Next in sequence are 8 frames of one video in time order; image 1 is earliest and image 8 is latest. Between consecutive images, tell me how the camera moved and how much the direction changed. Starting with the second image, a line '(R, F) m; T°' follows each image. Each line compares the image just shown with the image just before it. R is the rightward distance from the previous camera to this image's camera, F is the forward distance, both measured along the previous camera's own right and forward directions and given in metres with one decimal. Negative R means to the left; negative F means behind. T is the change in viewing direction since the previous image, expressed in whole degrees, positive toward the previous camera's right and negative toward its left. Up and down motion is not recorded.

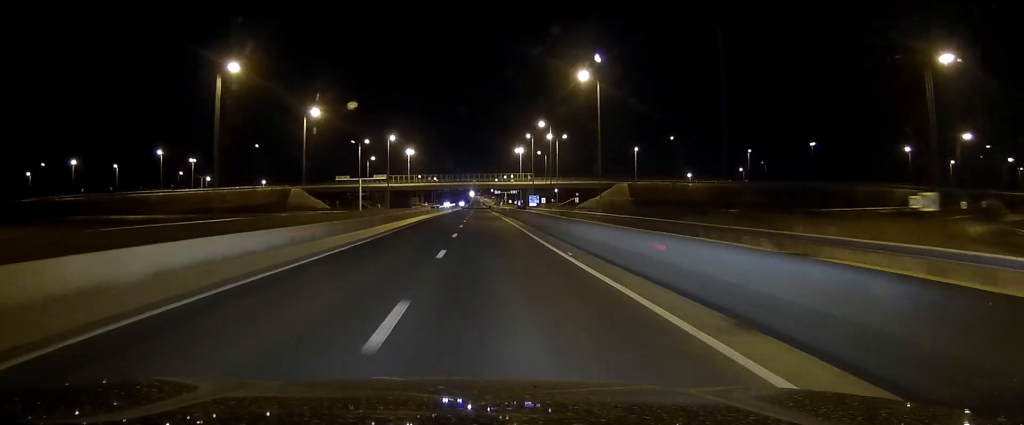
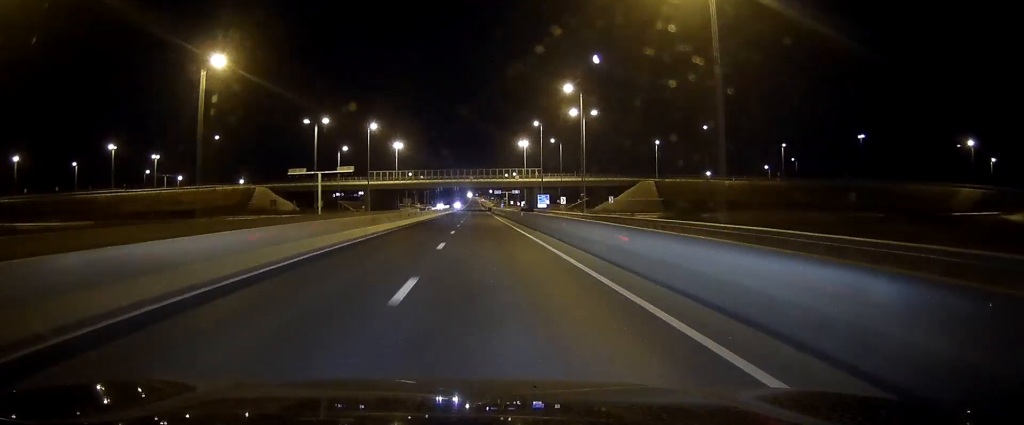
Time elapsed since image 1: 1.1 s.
(-0.1, +32.9) m; 0°
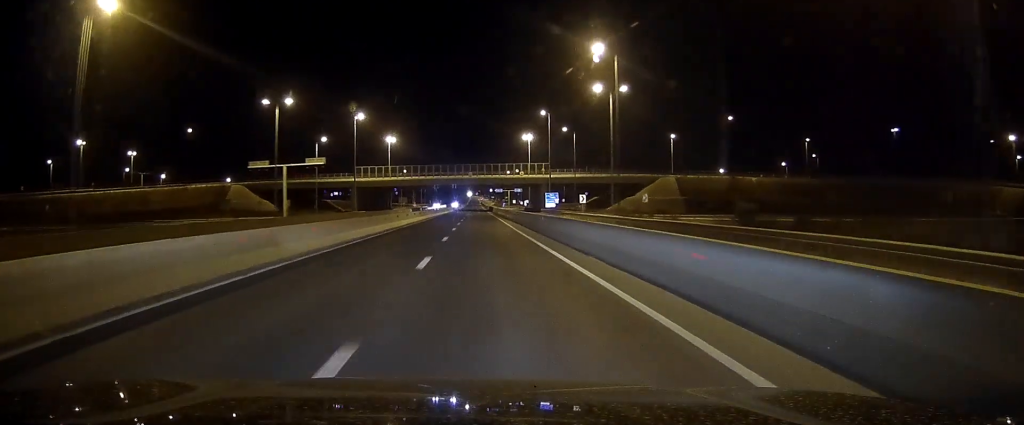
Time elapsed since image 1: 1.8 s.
(+0.1, +18.4) m; 0°
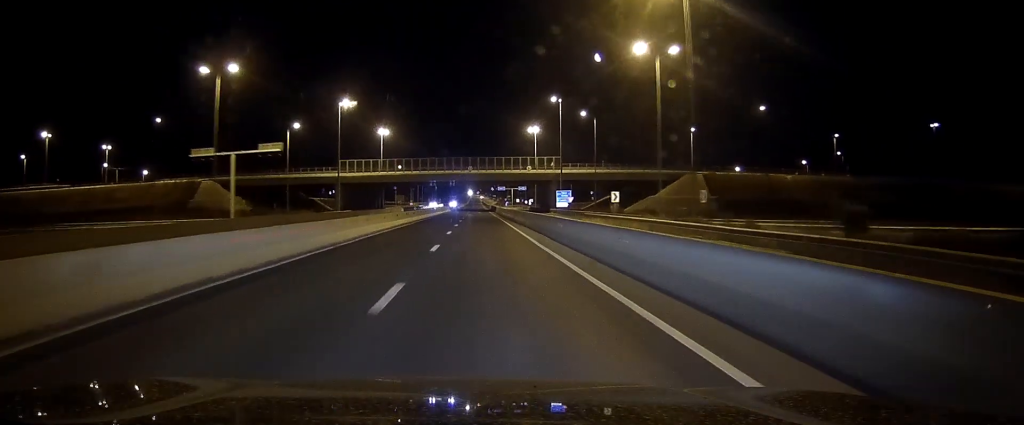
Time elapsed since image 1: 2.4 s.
(0.0, +18.4) m; 0°
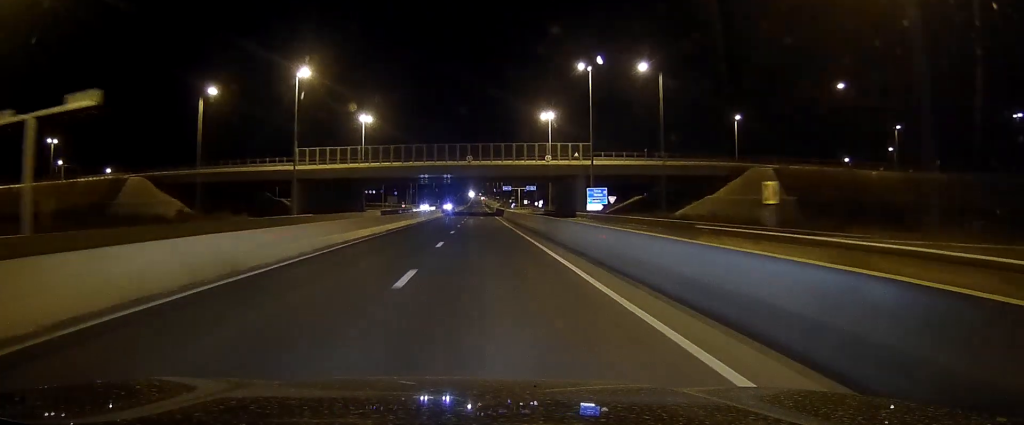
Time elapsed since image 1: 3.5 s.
(-0.1, +32.9) m; 0°
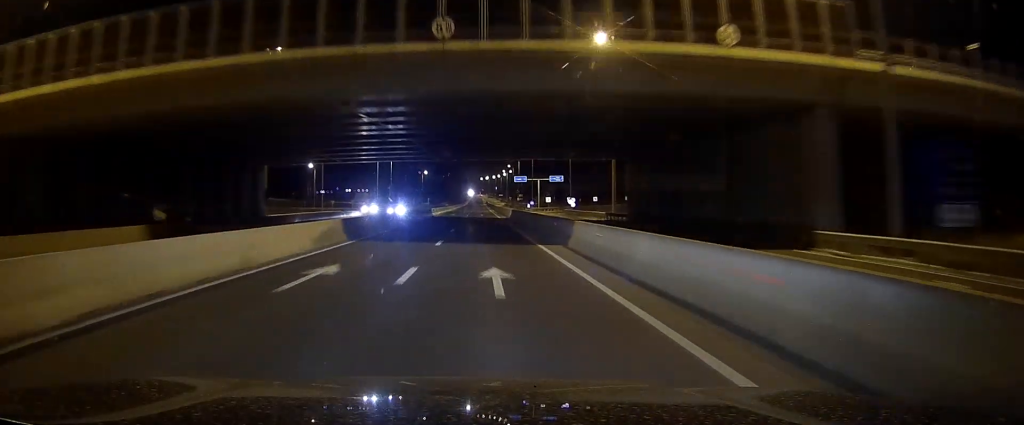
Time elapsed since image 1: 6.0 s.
(-0.1, +71.5) m; 0°
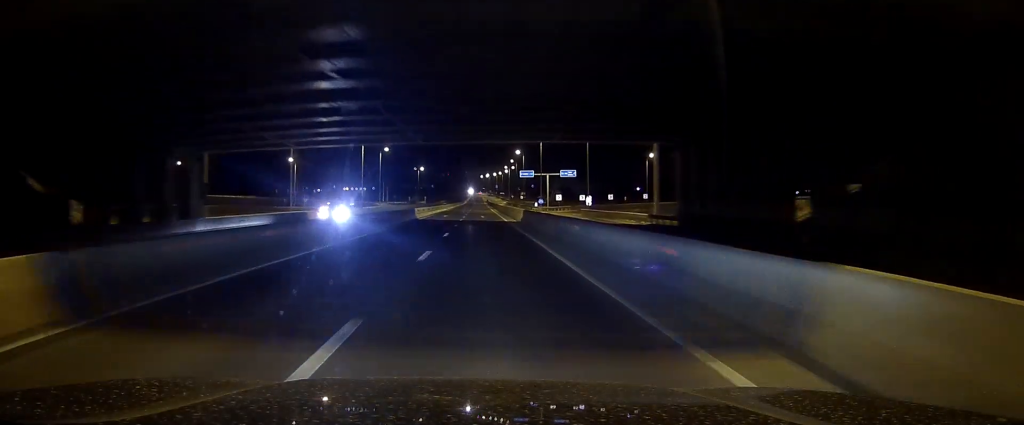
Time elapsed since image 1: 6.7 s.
(+0.1, +19.5) m; 0°
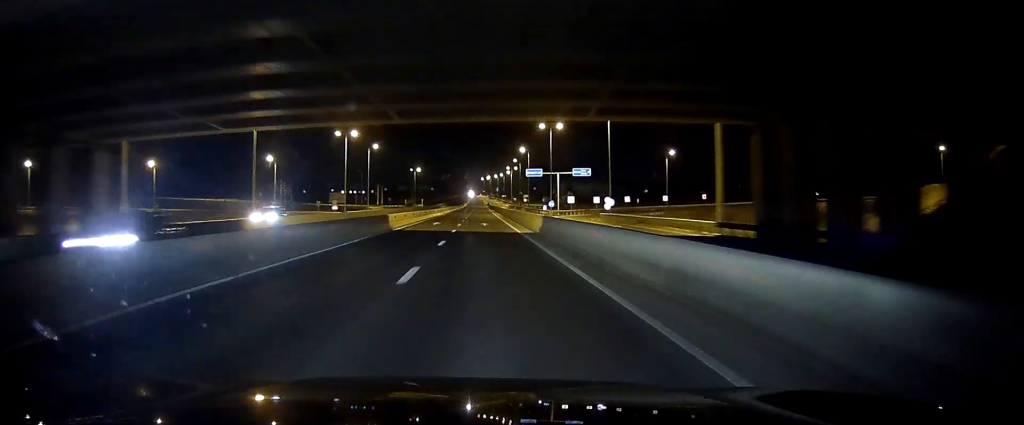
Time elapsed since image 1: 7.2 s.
(0.0, +16.5) m; 0°
